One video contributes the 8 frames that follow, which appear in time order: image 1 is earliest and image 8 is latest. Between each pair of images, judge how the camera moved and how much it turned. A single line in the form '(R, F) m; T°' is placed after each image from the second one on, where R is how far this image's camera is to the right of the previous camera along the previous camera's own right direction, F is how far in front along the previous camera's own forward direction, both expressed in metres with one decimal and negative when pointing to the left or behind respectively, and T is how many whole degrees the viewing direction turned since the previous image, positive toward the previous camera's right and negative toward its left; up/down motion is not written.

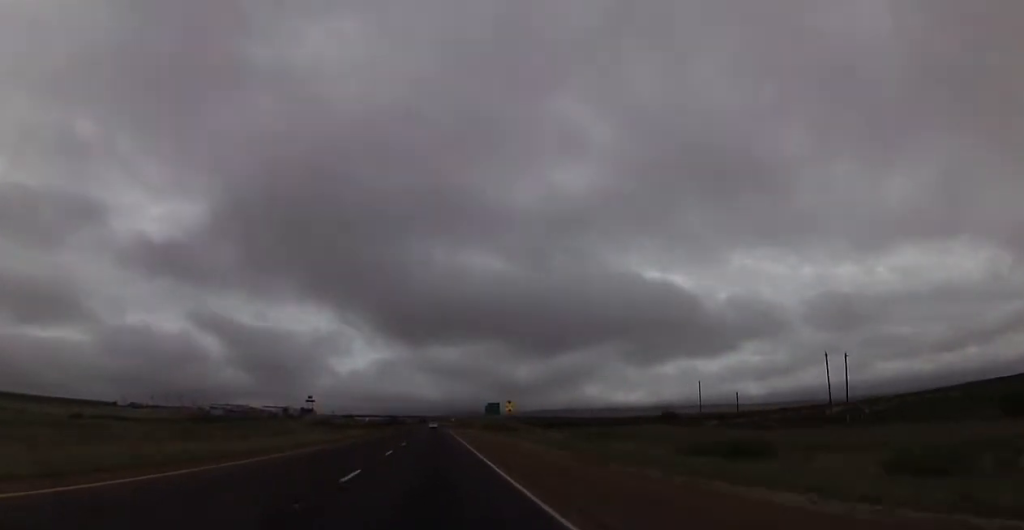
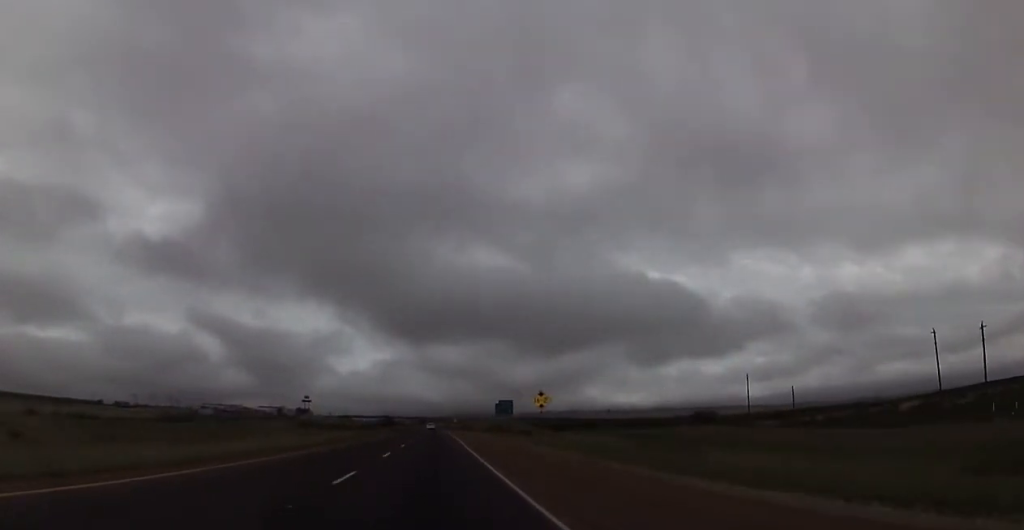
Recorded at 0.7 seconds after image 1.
(+0.3, +25.3) m; 0°
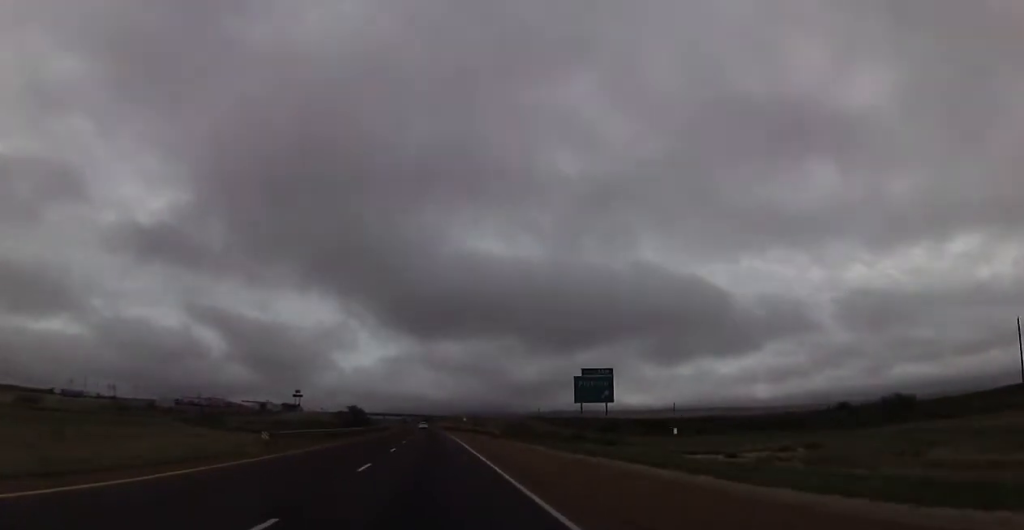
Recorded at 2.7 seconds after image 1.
(-0.6, +70.4) m; -1°
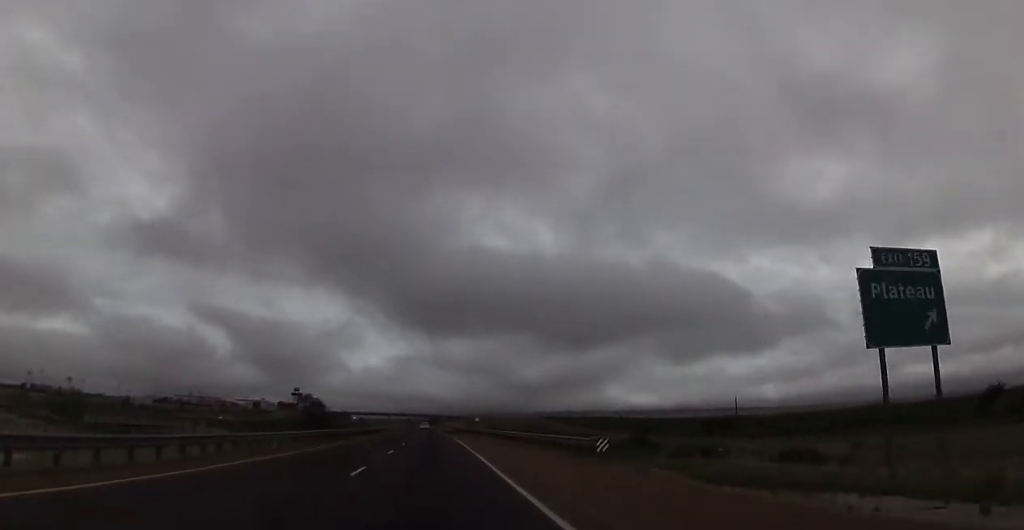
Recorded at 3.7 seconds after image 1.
(-0.3, +38.1) m; -1°
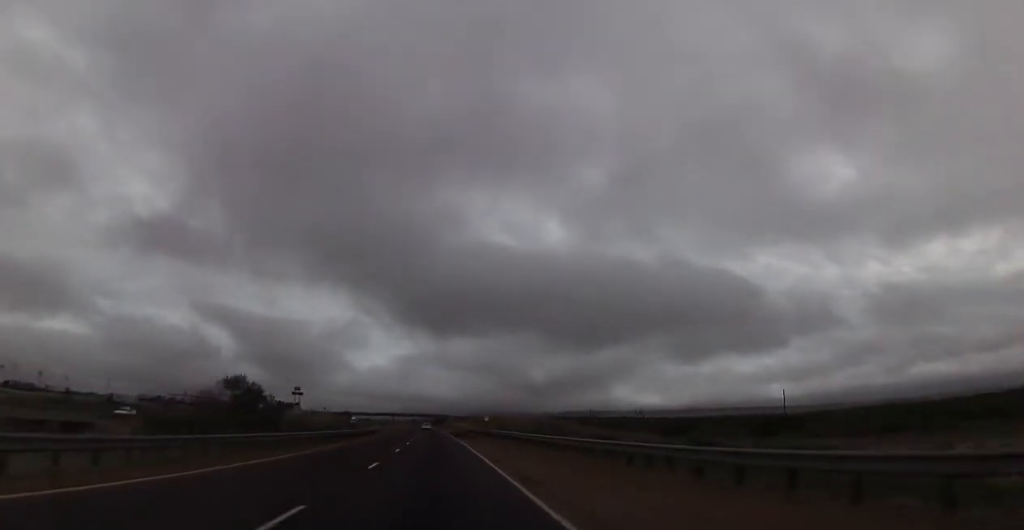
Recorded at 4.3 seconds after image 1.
(-0.1, +21.4) m; 0°
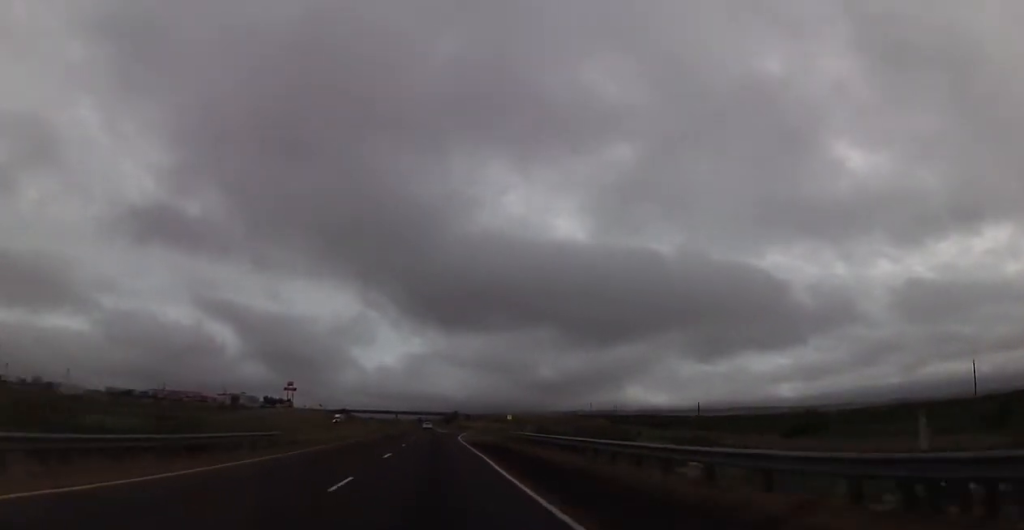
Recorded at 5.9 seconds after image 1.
(0.0, +55.6) m; 0°
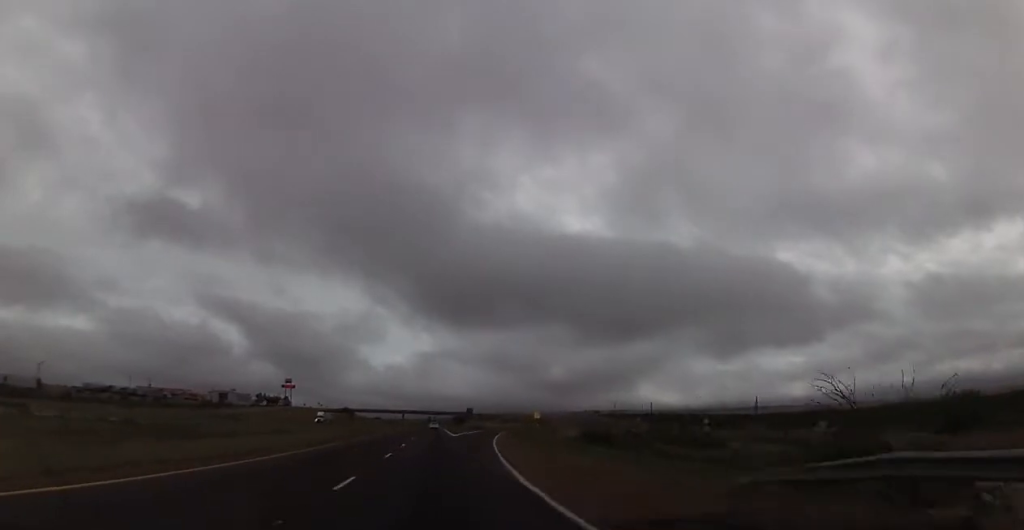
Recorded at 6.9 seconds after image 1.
(-0.1, +36.6) m; -1°
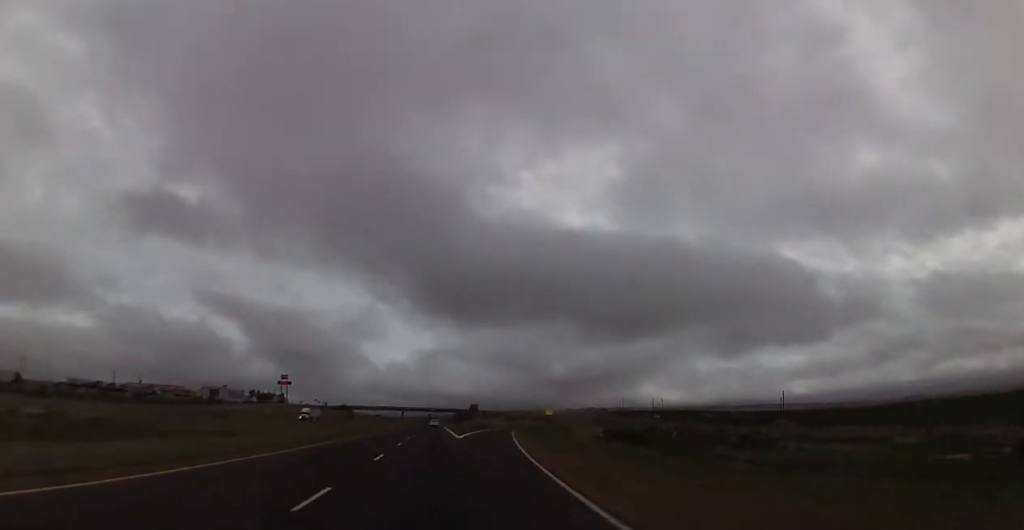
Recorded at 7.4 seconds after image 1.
(0.0, +15.4) m; 0°
